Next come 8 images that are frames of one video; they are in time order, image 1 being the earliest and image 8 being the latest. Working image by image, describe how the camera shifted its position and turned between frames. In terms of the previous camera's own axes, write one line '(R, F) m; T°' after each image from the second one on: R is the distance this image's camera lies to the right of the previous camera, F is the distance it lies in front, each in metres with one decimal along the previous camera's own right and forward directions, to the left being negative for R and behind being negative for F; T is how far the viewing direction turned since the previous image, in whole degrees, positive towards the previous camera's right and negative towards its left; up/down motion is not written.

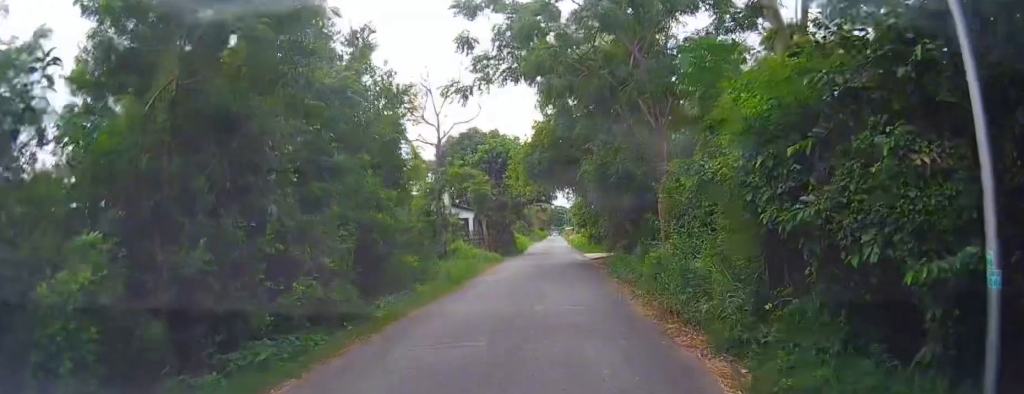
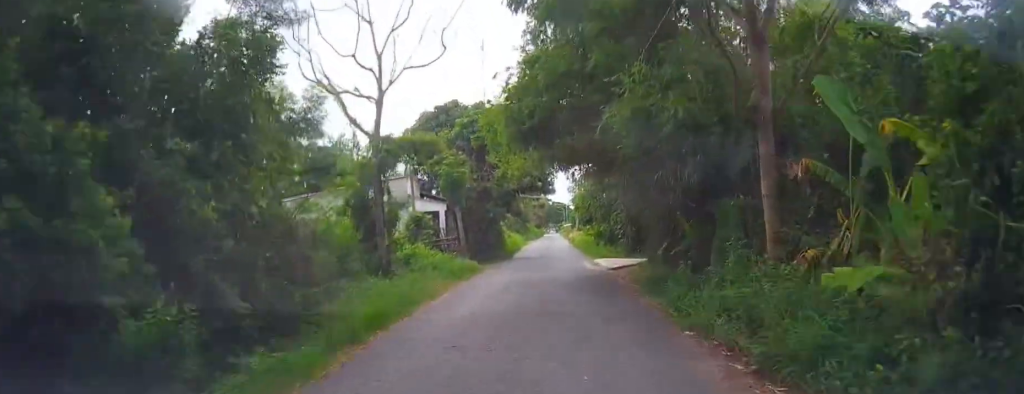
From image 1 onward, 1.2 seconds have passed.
(-0.4, +10.0) m; -3°
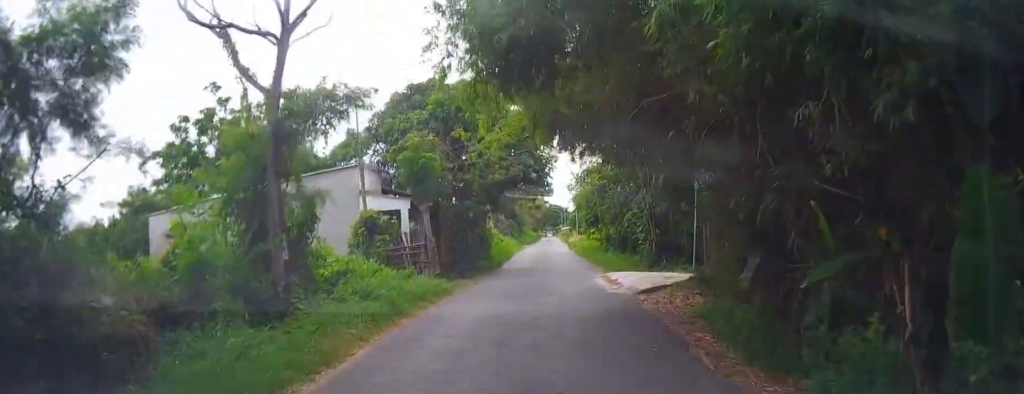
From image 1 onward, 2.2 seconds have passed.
(0.0, +7.5) m; 0°
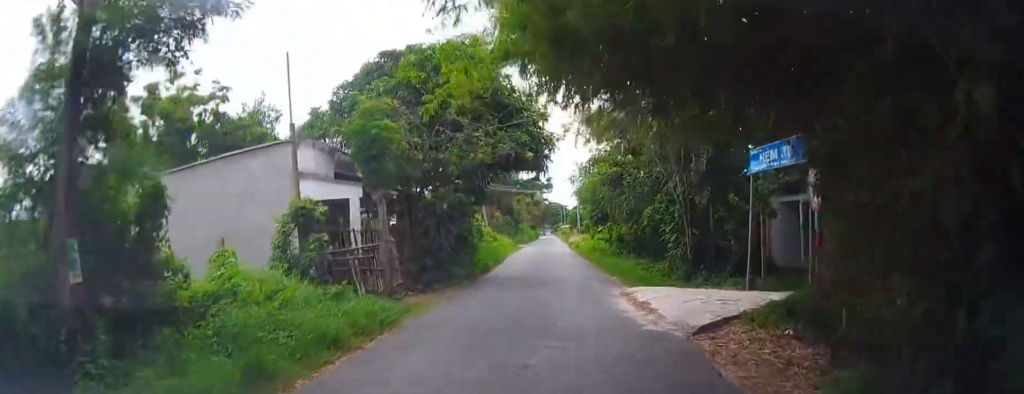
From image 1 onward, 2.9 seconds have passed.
(0.0, +5.8) m; 0°
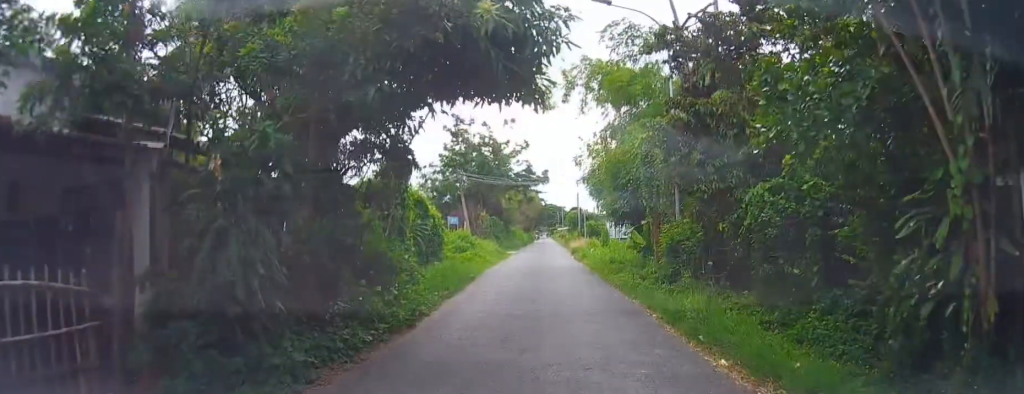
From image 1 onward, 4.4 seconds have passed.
(0.0, +12.7) m; 0°
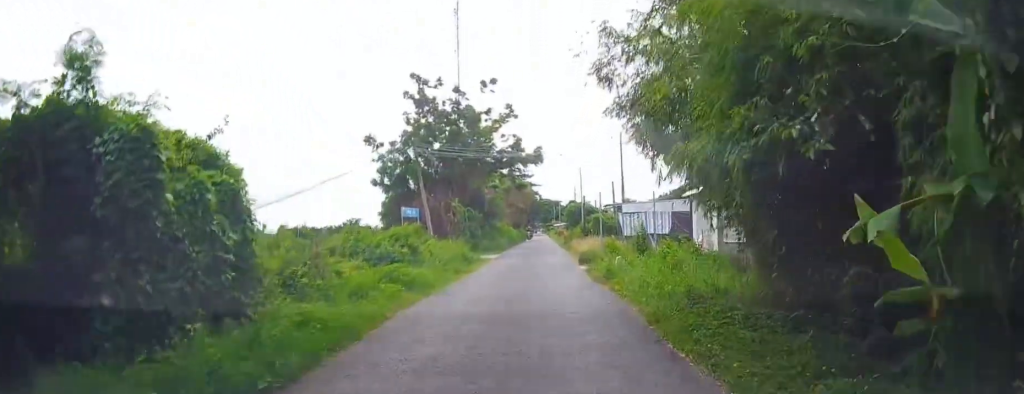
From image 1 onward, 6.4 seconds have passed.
(+0.6, +15.3) m; 0°
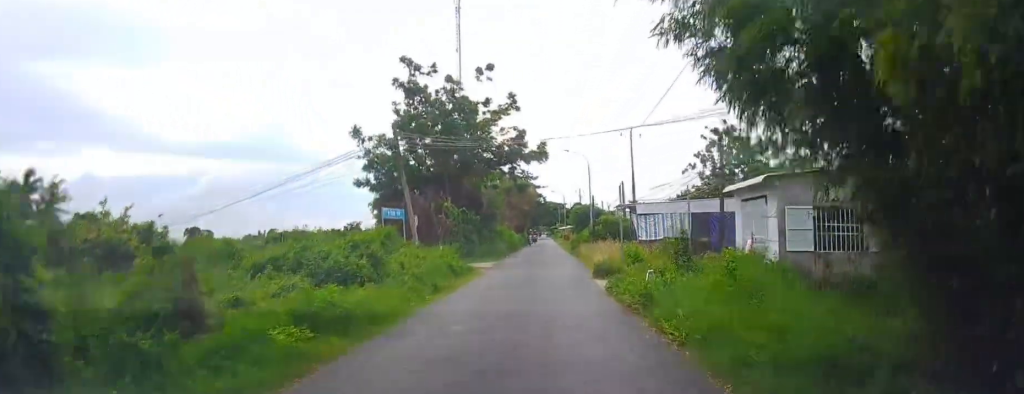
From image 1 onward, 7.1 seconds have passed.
(-0.5, +5.6) m; -2°
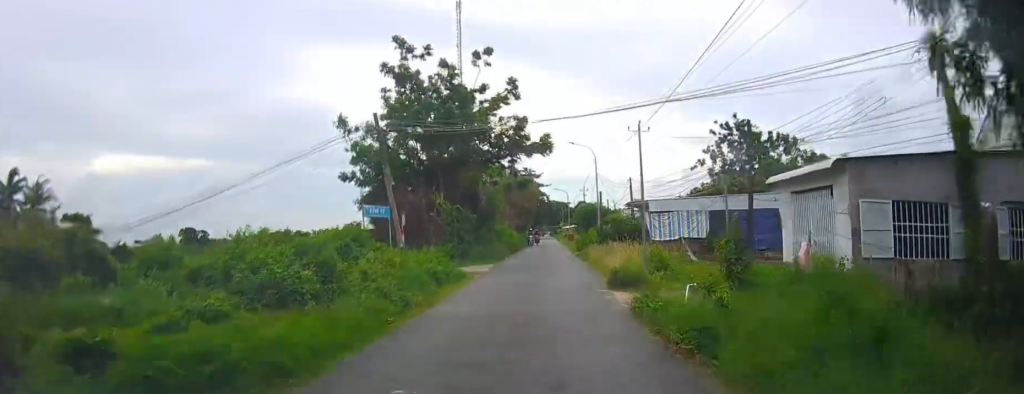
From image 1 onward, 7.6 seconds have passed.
(-0.1, +3.9) m; 0°
